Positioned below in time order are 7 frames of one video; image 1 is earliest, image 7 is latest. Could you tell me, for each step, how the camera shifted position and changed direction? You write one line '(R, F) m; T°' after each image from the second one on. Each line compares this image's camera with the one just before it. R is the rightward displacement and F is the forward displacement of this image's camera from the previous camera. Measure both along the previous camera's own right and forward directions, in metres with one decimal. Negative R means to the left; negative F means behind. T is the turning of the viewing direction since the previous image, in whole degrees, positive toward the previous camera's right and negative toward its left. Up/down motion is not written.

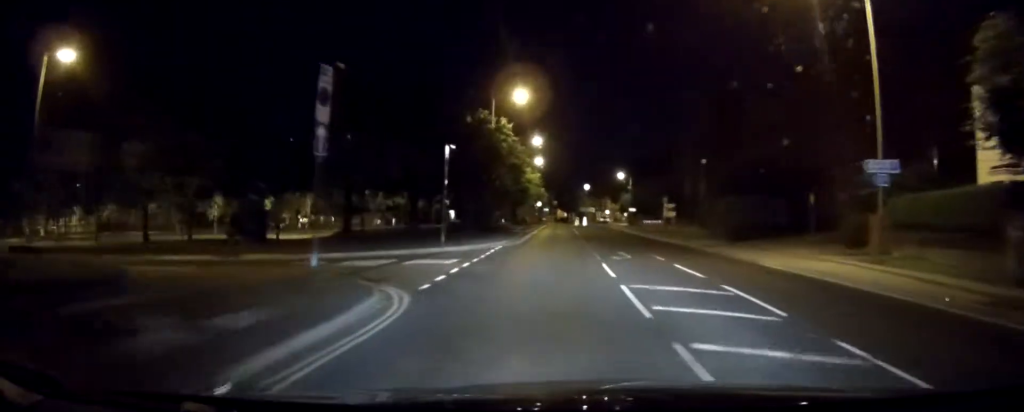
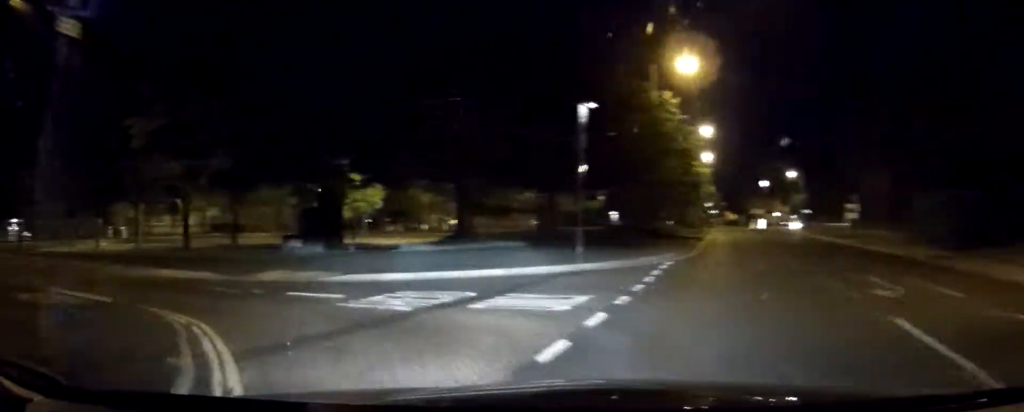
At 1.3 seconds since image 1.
(-1.2, +10.1) m; -23°
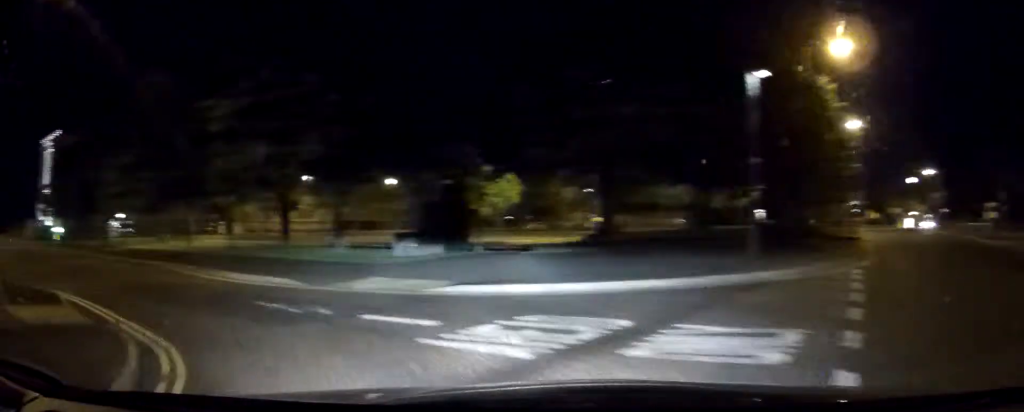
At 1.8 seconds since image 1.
(-0.3, +3.8) m; -14°
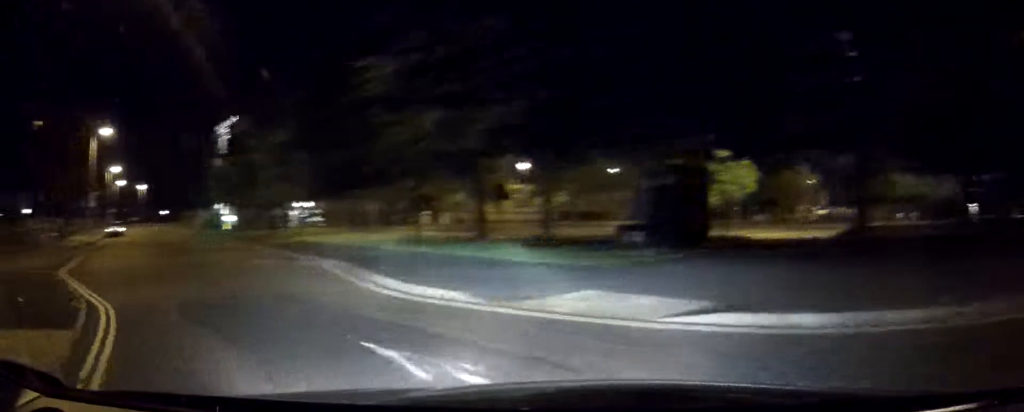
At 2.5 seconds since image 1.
(-1.0, +4.9) m; -17°
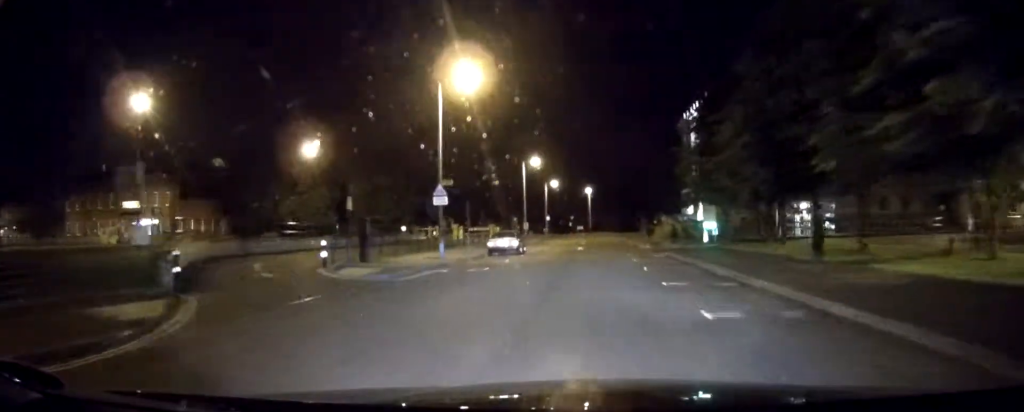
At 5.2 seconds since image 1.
(-8.4, +20.7) m; -30°
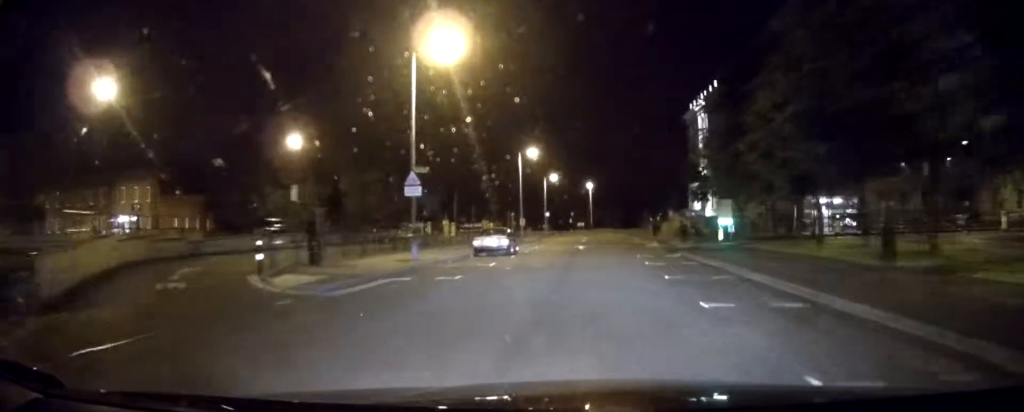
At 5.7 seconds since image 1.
(-0.1, +4.7) m; 0°
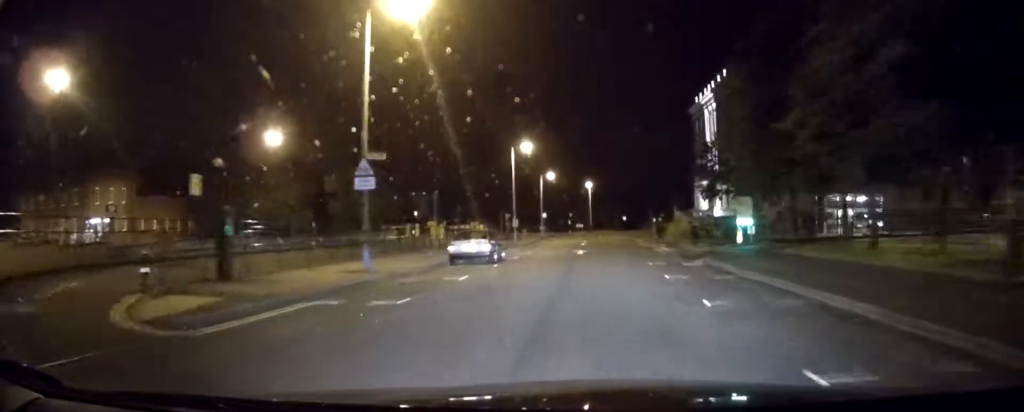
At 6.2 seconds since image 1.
(0.0, +5.1) m; 0°
